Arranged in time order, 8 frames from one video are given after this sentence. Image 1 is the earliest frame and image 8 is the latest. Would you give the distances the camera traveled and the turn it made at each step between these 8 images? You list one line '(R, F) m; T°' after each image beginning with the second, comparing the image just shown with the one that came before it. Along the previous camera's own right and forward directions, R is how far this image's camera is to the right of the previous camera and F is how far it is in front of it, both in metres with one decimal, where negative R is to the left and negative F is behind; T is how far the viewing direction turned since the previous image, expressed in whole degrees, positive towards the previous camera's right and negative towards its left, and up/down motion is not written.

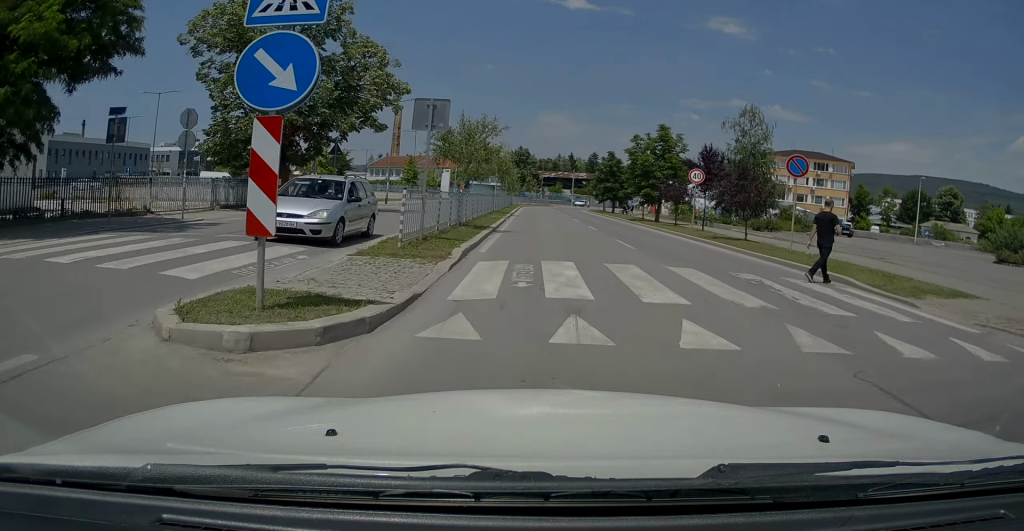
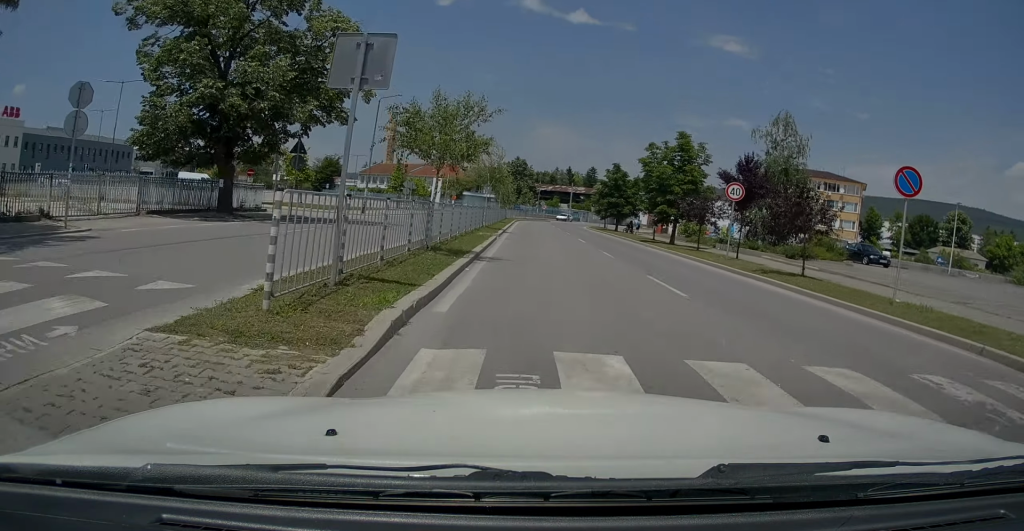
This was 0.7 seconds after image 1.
(0.0, +5.7) m; 0°
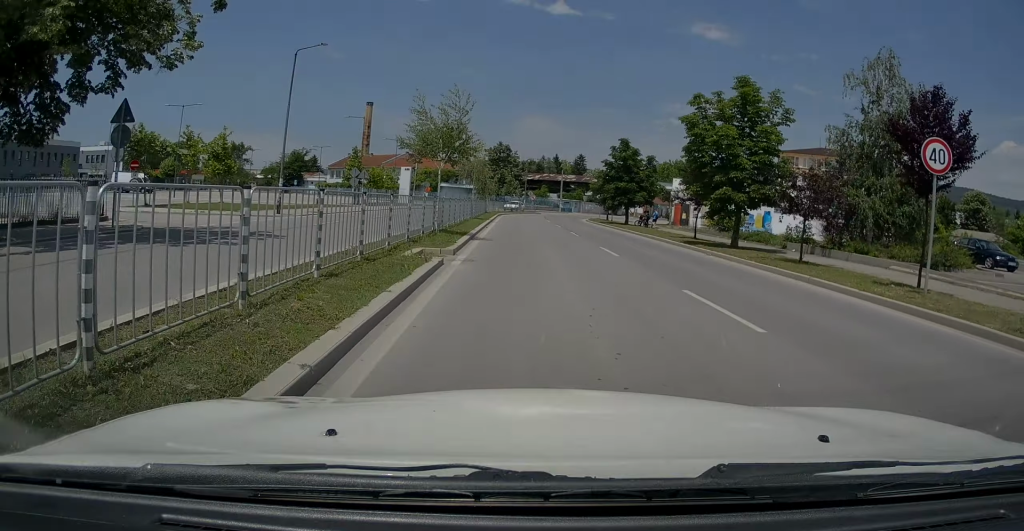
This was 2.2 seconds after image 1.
(+0.1, +12.5) m; +1°
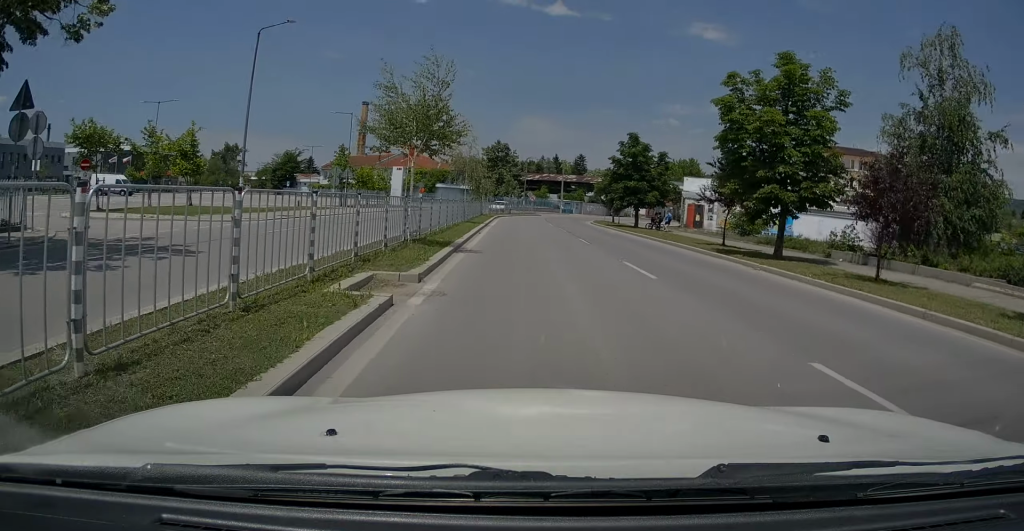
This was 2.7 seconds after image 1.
(0.0, +4.2) m; 0°
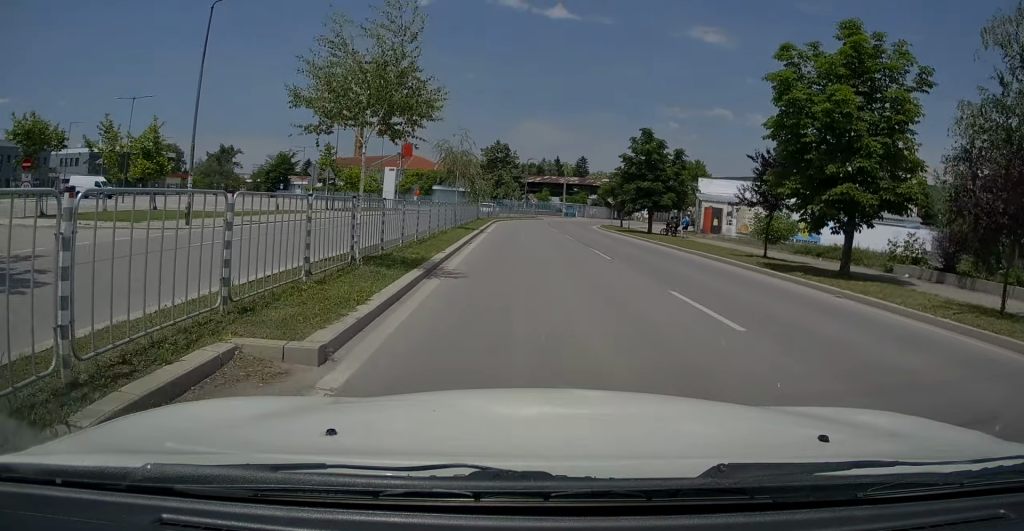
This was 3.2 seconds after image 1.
(0.0, +4.1) m; 0°
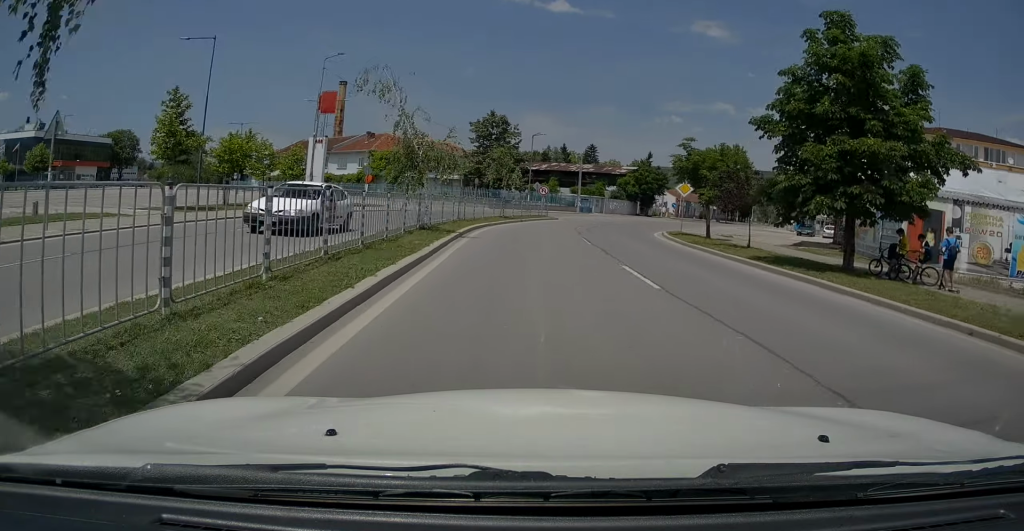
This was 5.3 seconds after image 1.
(-0.4, +22.8) m; -1°
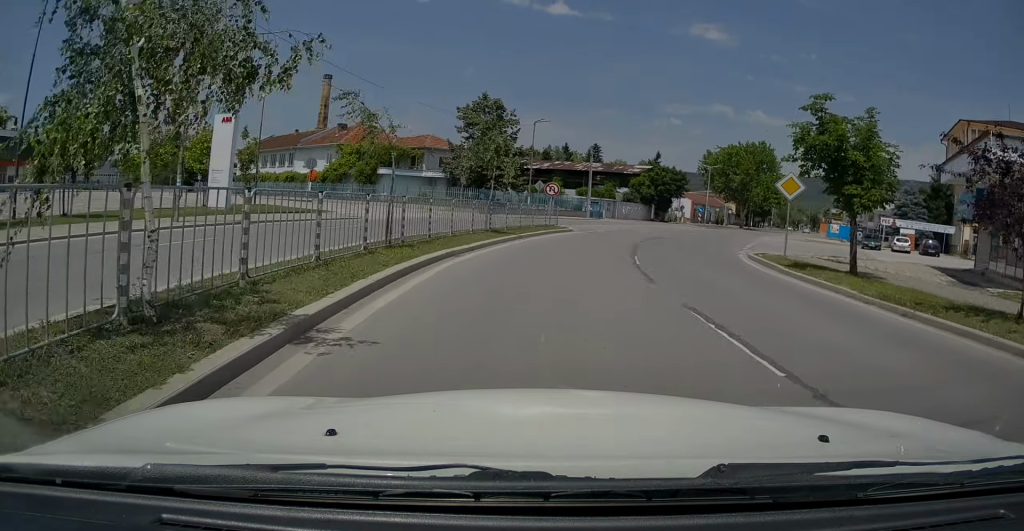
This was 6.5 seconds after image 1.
(+0.2, +13.6) m; +2°
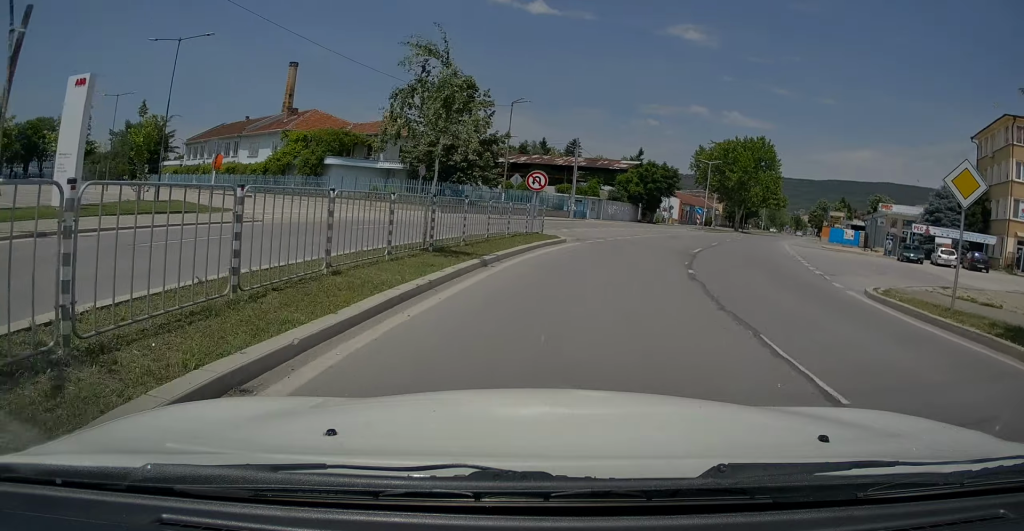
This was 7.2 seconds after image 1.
(+0.1, +9.4) m; +3°
